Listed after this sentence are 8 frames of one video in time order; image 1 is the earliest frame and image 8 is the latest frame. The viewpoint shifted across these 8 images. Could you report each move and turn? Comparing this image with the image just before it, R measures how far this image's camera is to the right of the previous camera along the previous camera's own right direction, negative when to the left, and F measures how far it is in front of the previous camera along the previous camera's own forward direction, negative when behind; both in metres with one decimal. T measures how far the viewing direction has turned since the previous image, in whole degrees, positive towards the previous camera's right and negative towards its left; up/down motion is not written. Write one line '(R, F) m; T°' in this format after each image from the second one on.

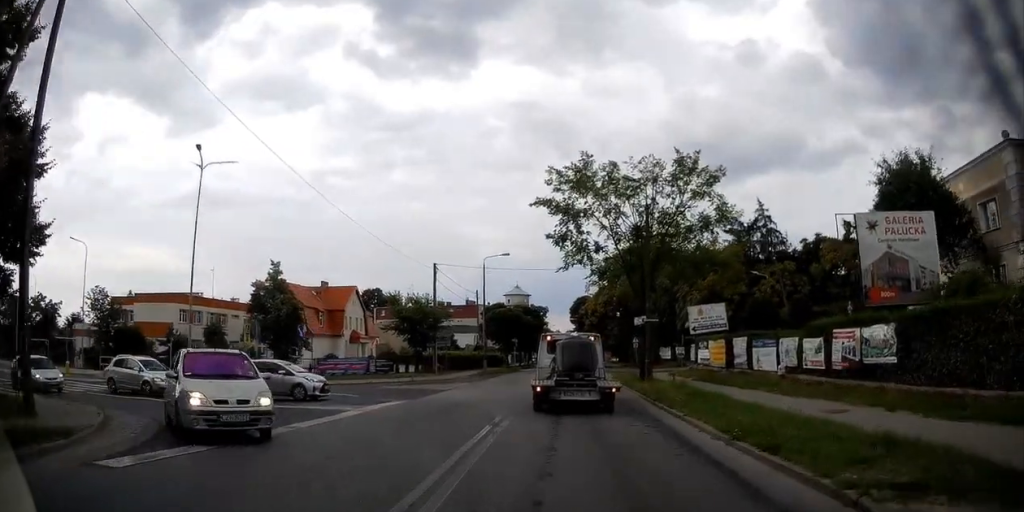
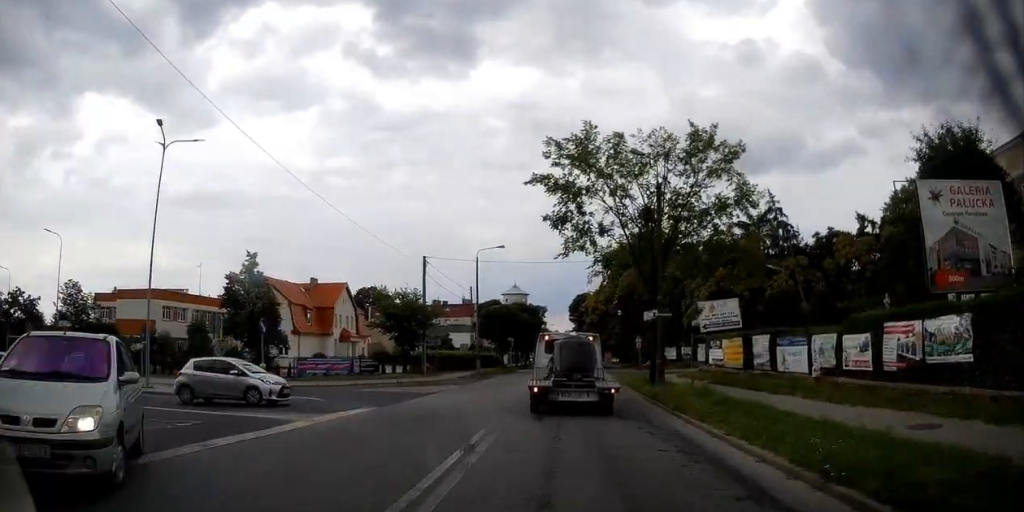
(0.0, +3.5) m; 0°
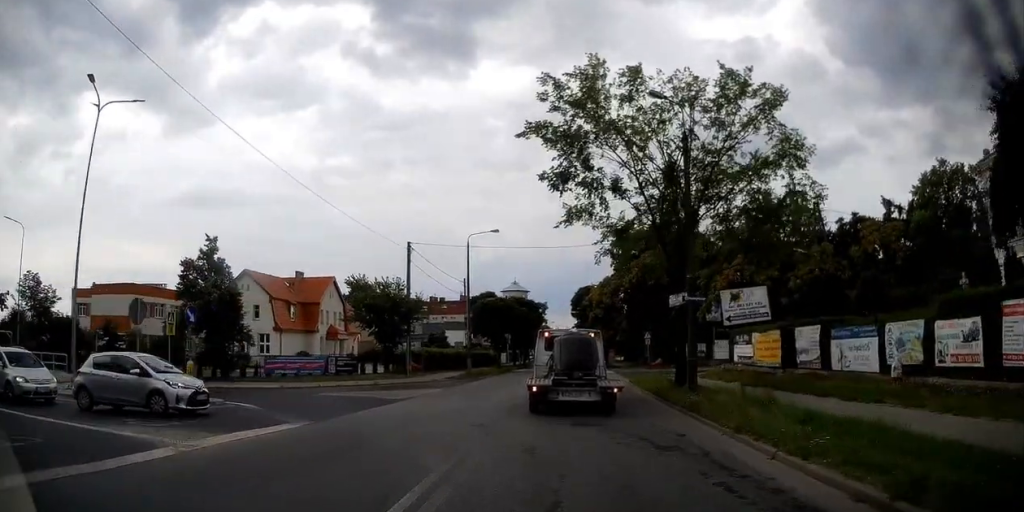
(0.0, +4.9) m; -1°
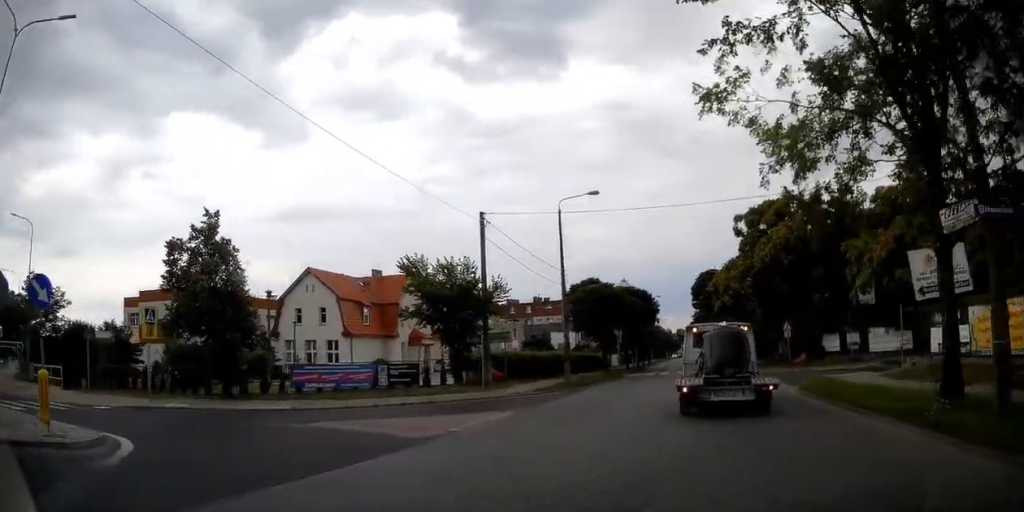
(-0.4, +10.4) m; -10°
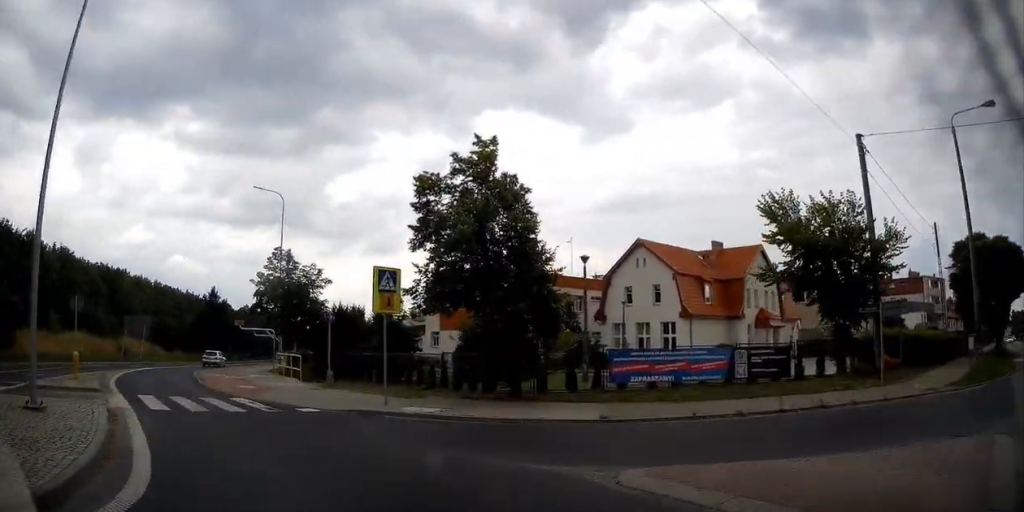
(-1.9, +8.6) m; -28°
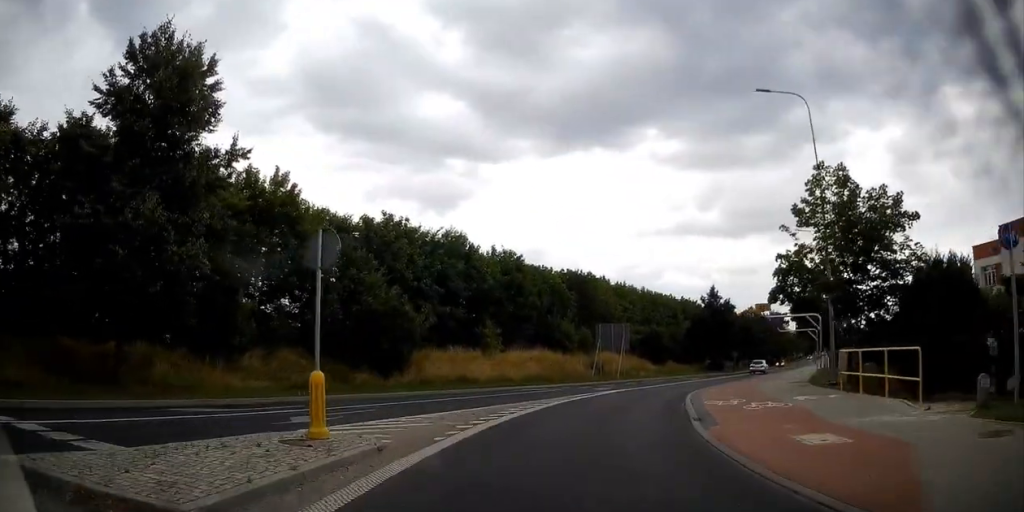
(-6.3, +14.3) m; -37°
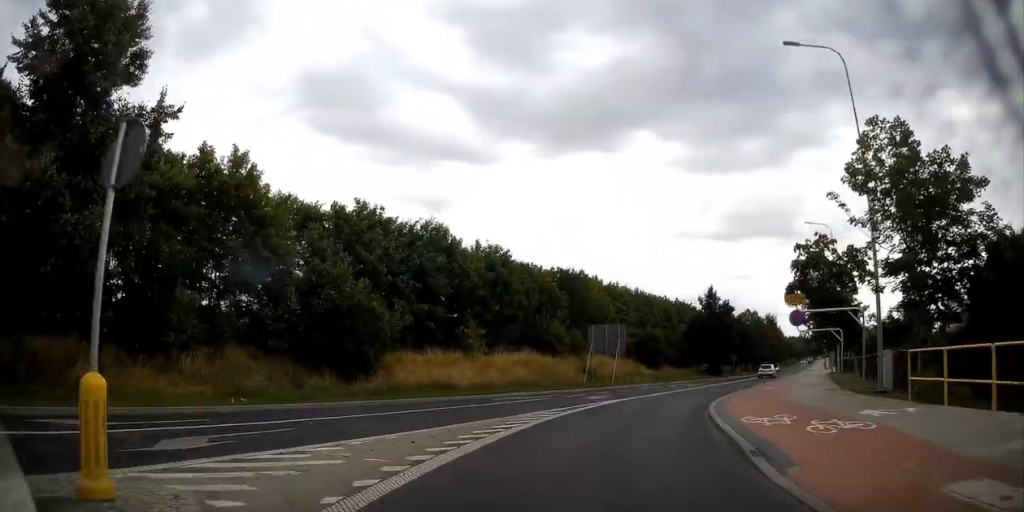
(-0.3, +4.3) m; -3°
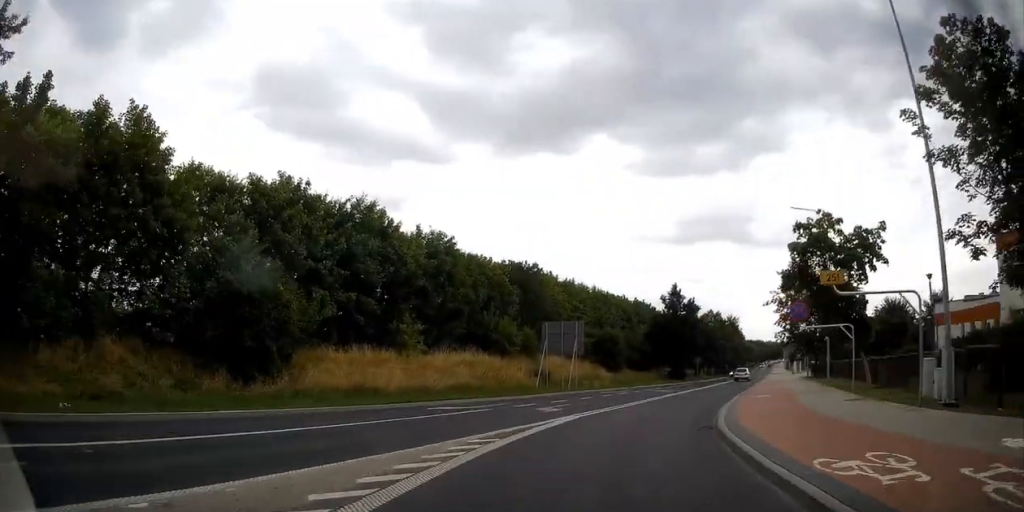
(0.0, +5.9) m; 0°
